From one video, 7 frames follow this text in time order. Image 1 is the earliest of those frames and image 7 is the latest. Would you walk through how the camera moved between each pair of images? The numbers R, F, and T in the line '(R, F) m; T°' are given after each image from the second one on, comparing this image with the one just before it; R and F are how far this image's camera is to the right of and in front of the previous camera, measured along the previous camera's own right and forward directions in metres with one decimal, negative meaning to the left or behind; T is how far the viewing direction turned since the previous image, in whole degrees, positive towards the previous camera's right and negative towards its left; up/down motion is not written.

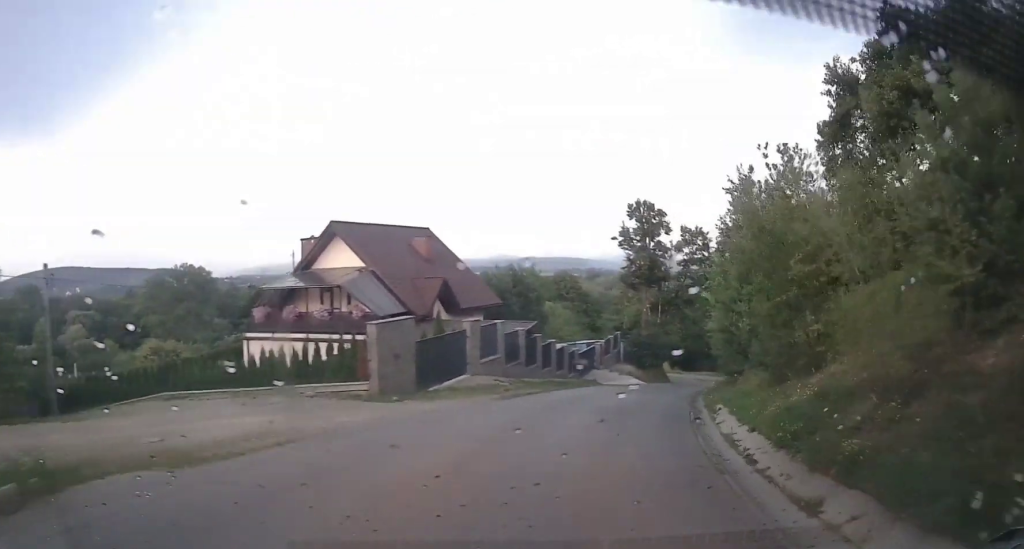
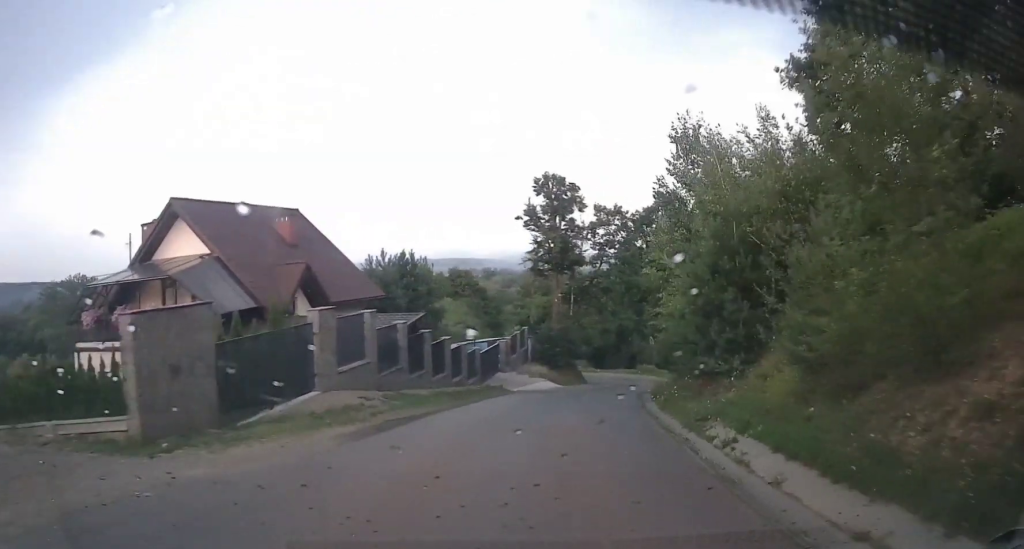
(+0.5, +7.0) m; +7°
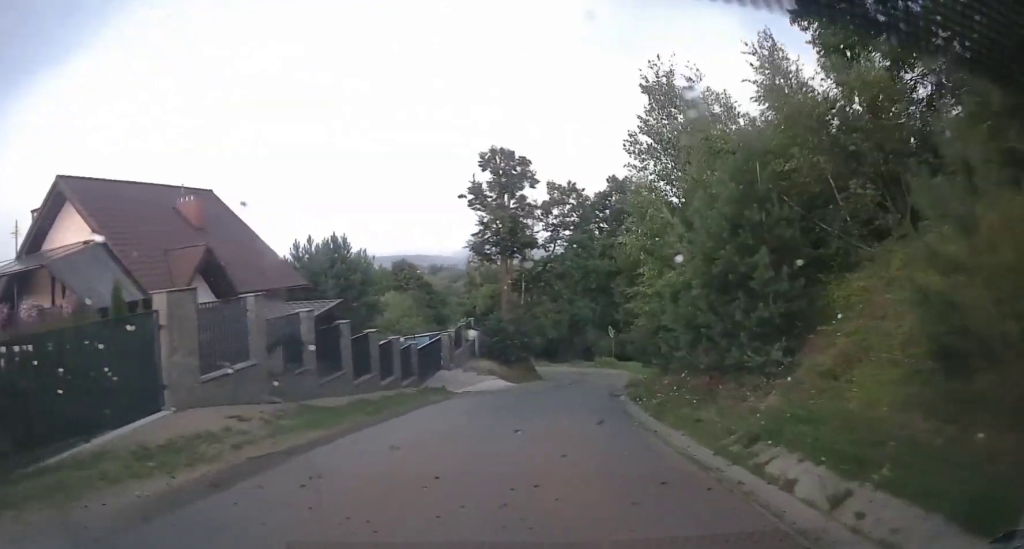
(+0.1, +4.3) m; +3°
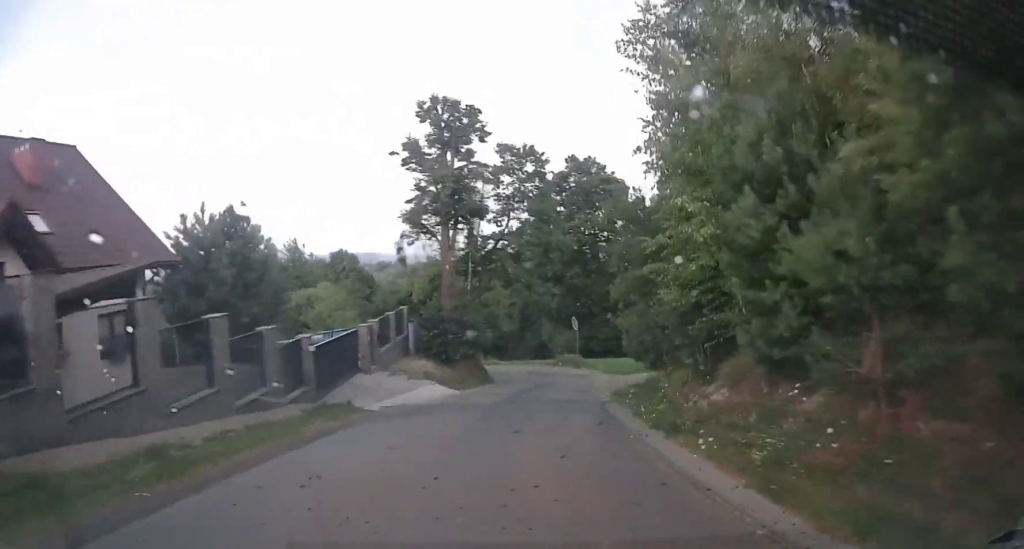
(+0.4, +8.0) m; +6°
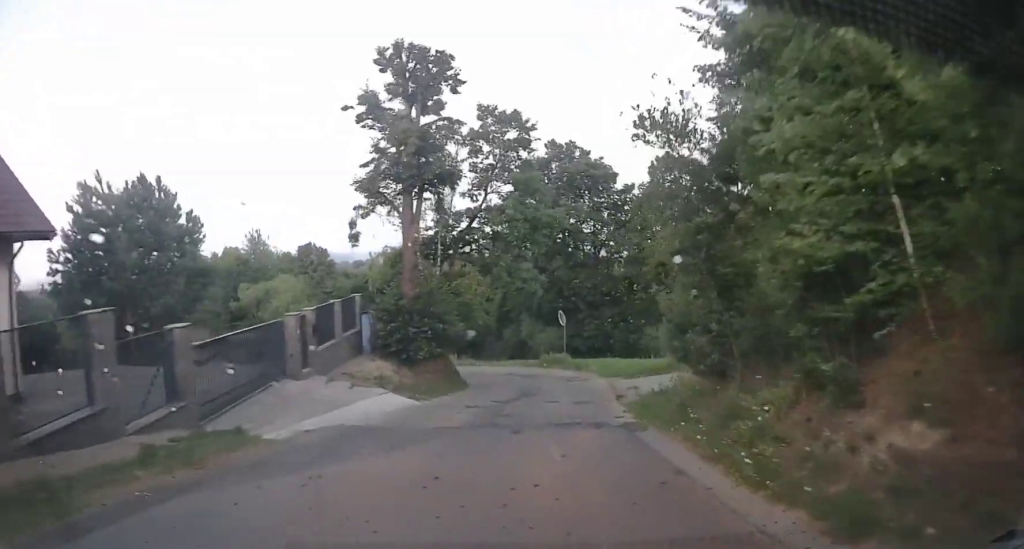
(+0.2, +5.6) m; +5°
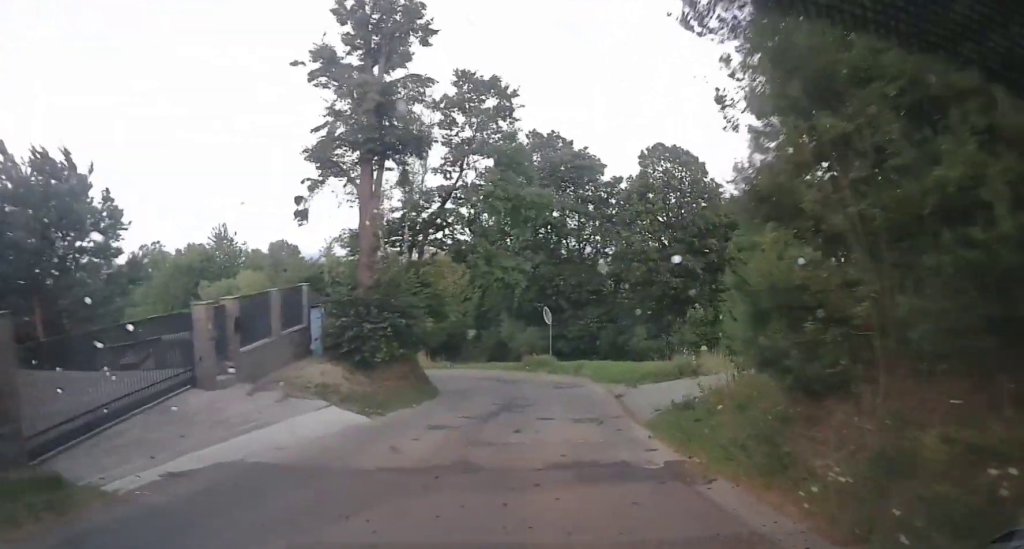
(+0.3, +3.9) m; +2°
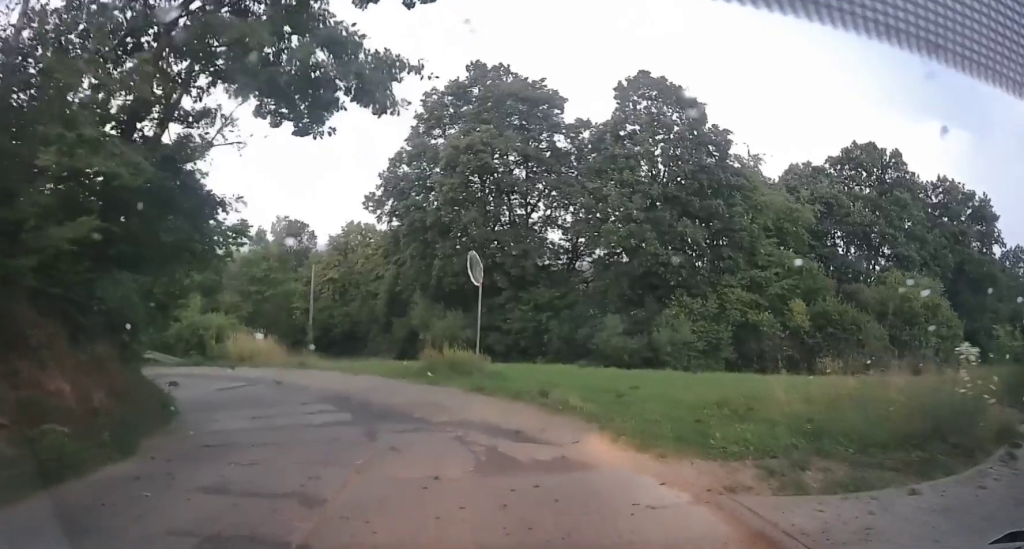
(+0.6, +14.7) m; -1°
